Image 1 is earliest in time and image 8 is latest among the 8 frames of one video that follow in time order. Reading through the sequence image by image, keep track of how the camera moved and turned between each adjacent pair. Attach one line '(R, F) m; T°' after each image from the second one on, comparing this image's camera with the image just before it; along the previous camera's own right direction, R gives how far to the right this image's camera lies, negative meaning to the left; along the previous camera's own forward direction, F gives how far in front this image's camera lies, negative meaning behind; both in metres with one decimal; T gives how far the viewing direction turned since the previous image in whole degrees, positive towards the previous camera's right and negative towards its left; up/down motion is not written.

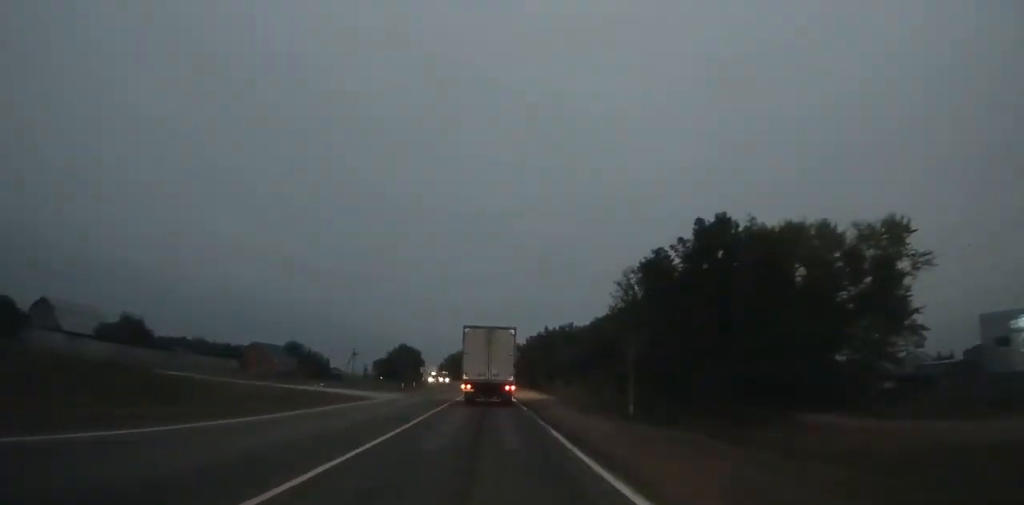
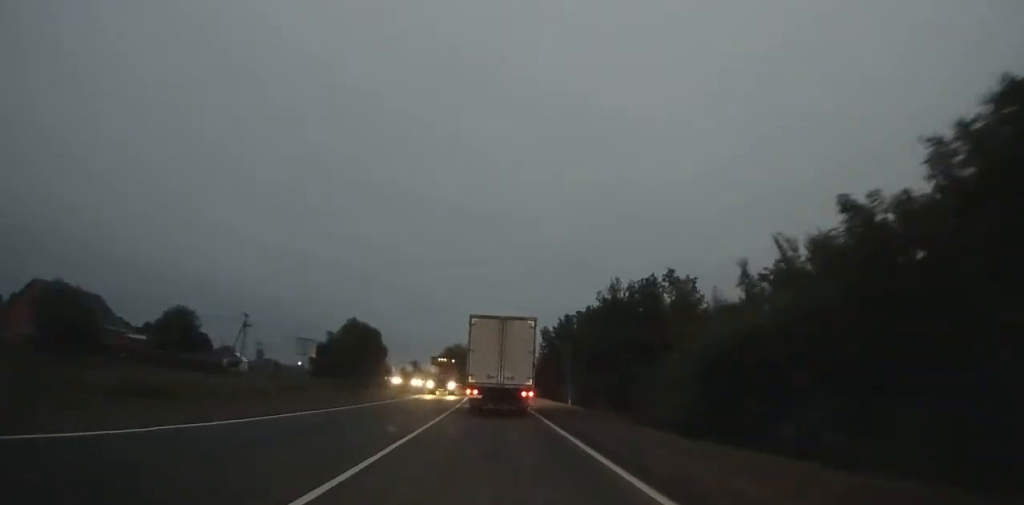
(-0.4, +69.4) m; -1°
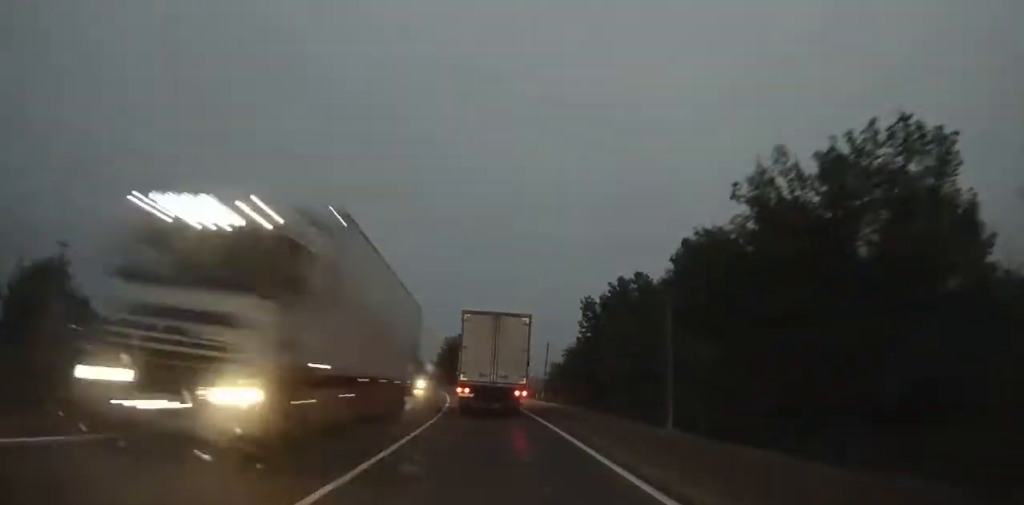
(+0.2, +39.4) m; -2°
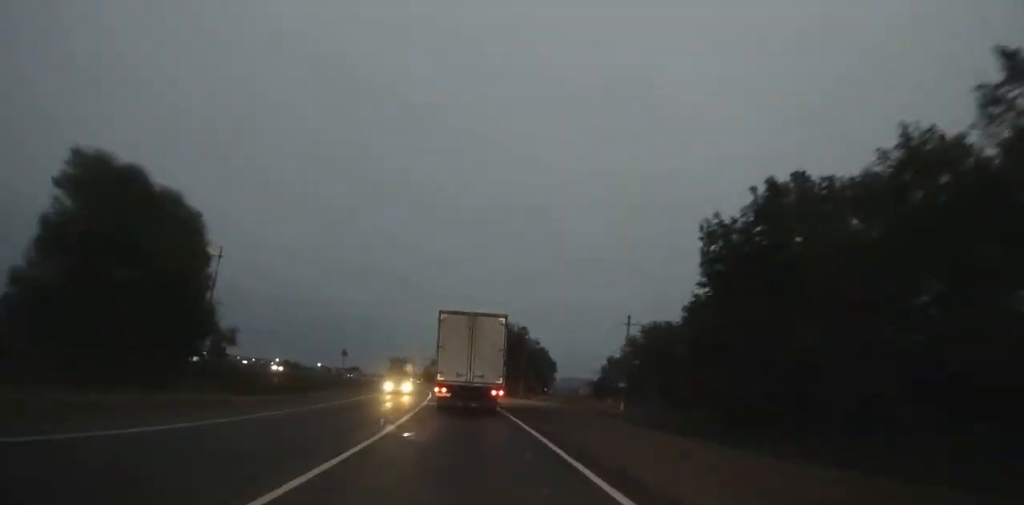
(-1.4, +35.1) m; -3°
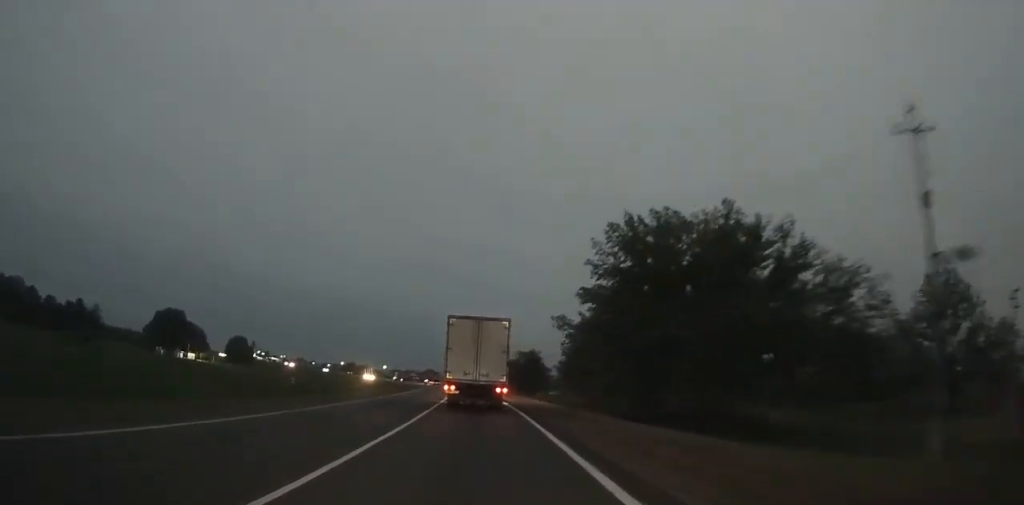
(-4.3, +77.1) m; -7°
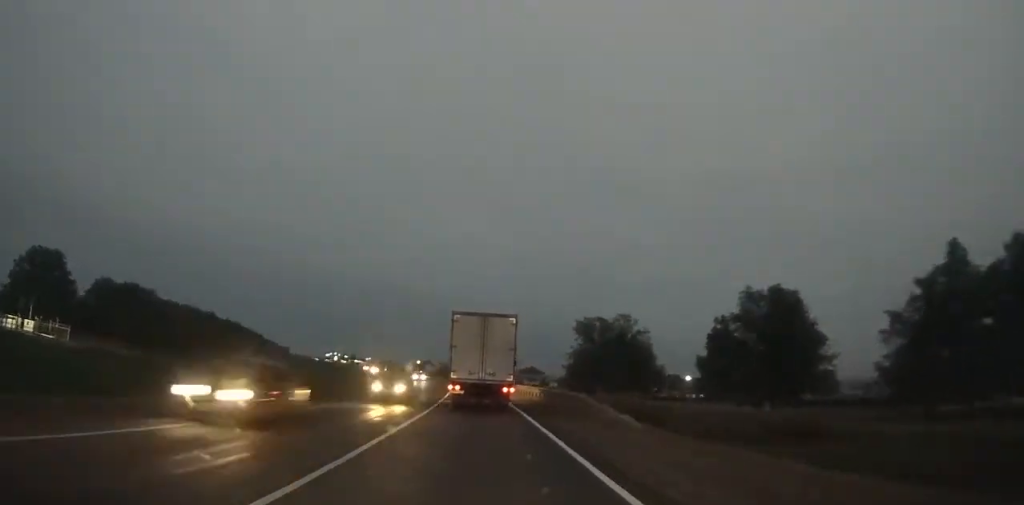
(-9.1, +107.4) m; -10°
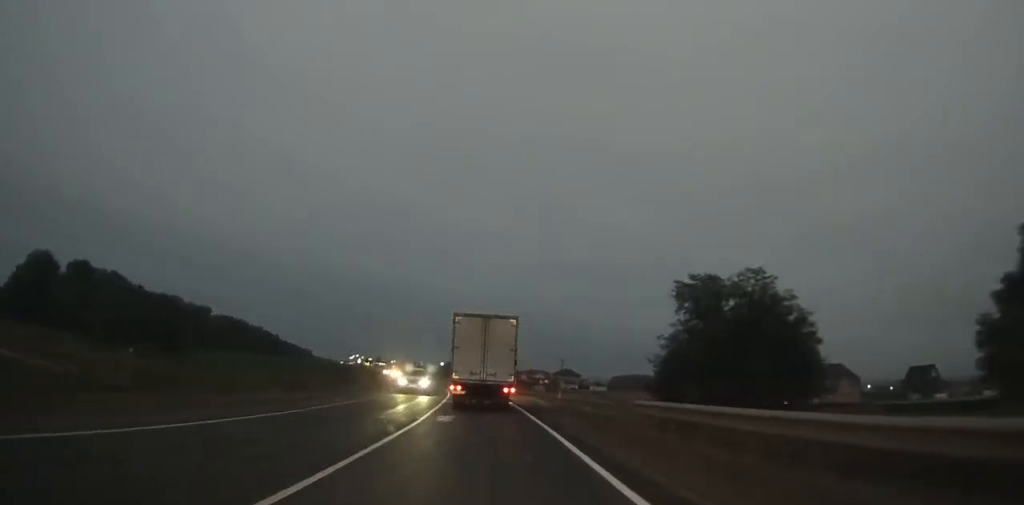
(-1.7, +38.6) m; -4°
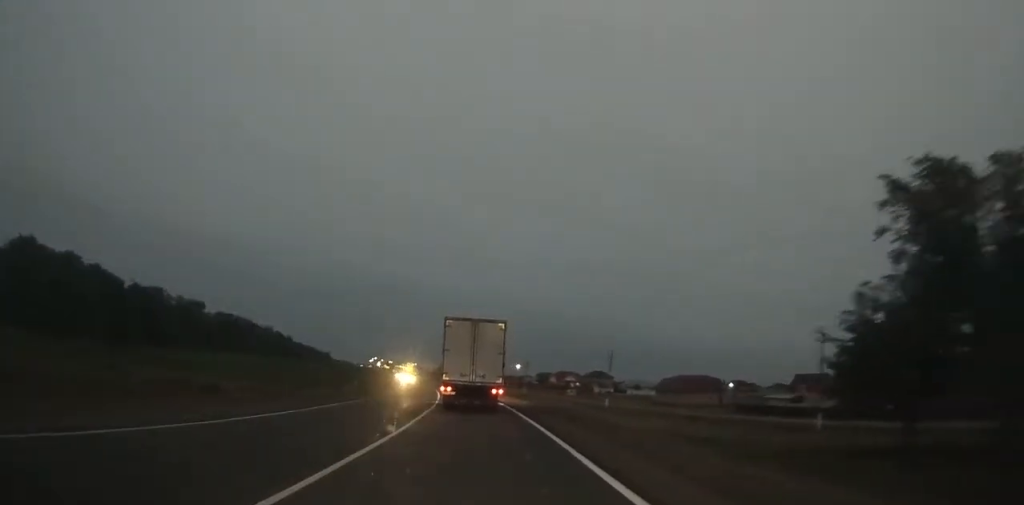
(-0.2, +29.1) m; -3°
